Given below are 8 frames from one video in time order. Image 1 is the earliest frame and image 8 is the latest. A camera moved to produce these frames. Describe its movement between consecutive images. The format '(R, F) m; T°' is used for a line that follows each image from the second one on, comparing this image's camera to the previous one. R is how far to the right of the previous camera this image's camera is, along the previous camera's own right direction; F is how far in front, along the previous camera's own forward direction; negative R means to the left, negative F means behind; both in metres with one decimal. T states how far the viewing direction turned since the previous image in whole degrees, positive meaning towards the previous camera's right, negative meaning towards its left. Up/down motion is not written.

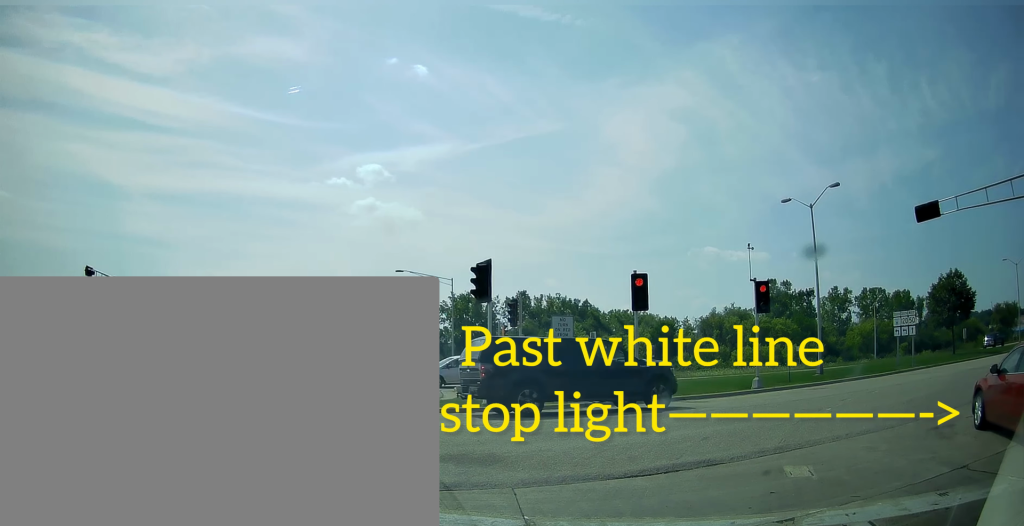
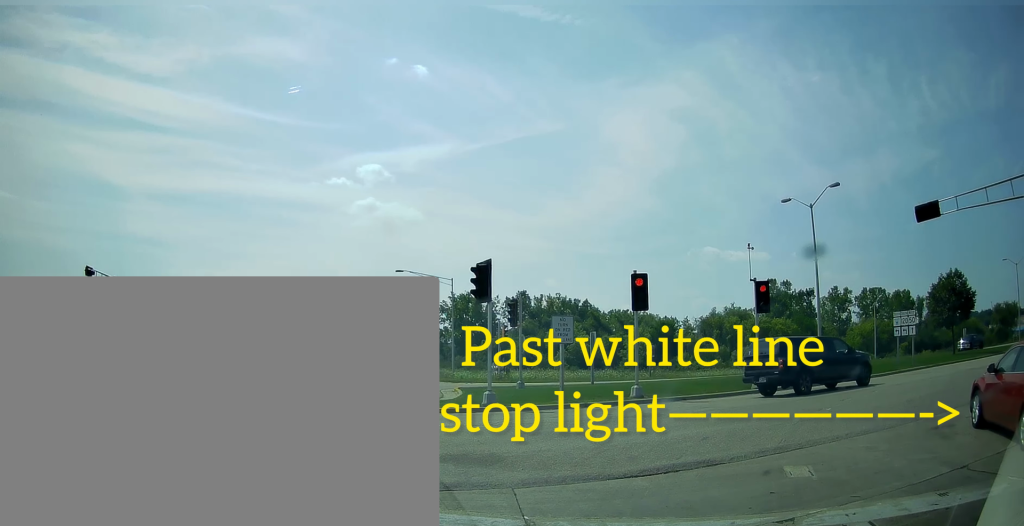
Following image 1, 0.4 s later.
(0.0, 0.0) m; 0°
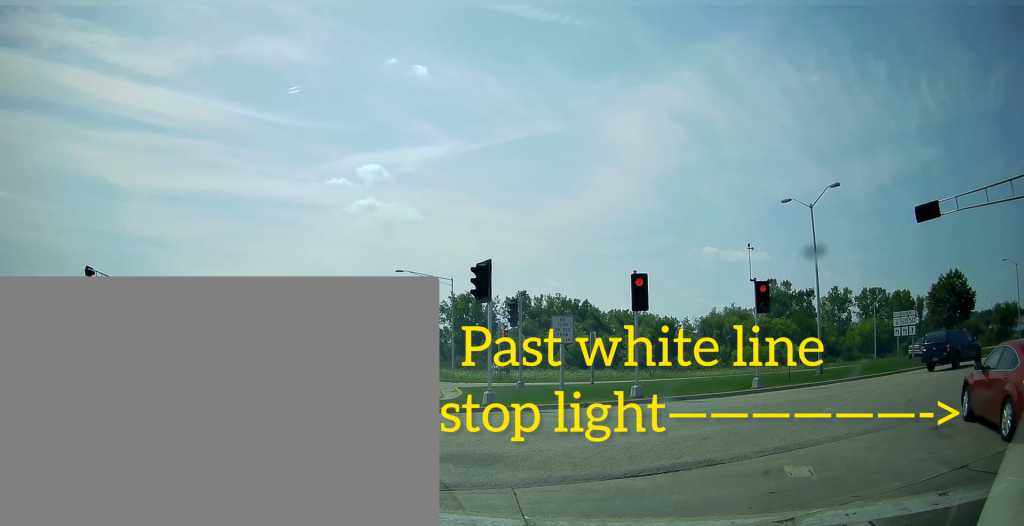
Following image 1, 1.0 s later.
(0.0, 0.0) m; 0°
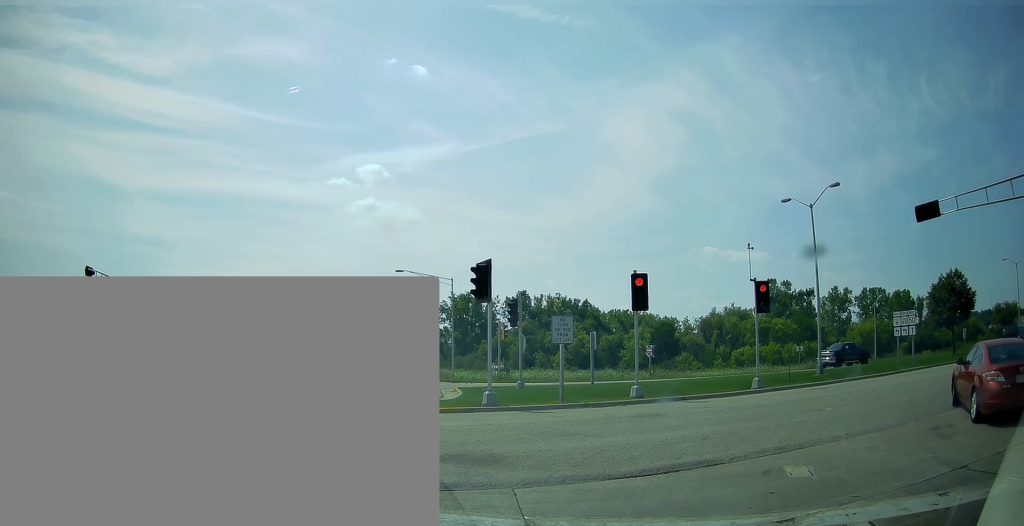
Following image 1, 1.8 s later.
(0.0, 0.0) m; 0°
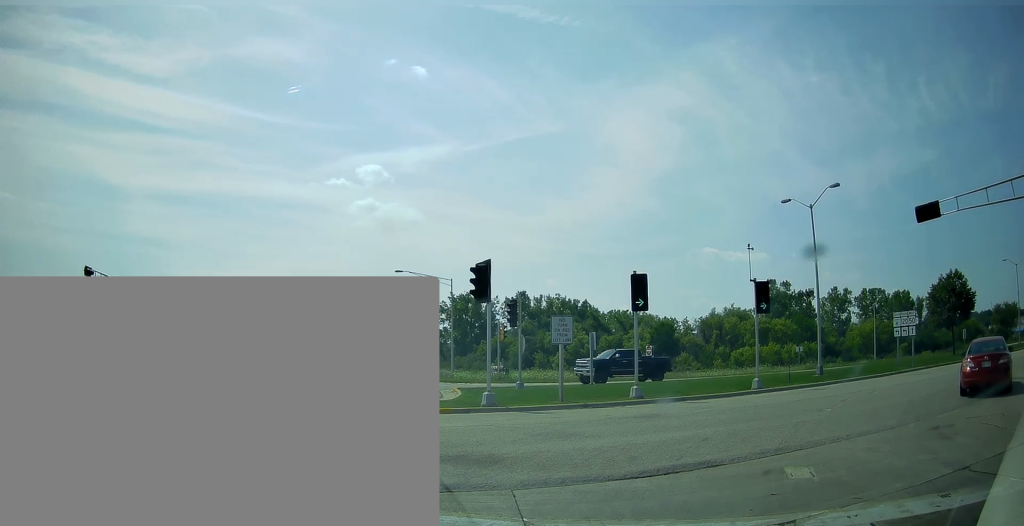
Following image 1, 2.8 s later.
(0.0, 0.0) m; 0°
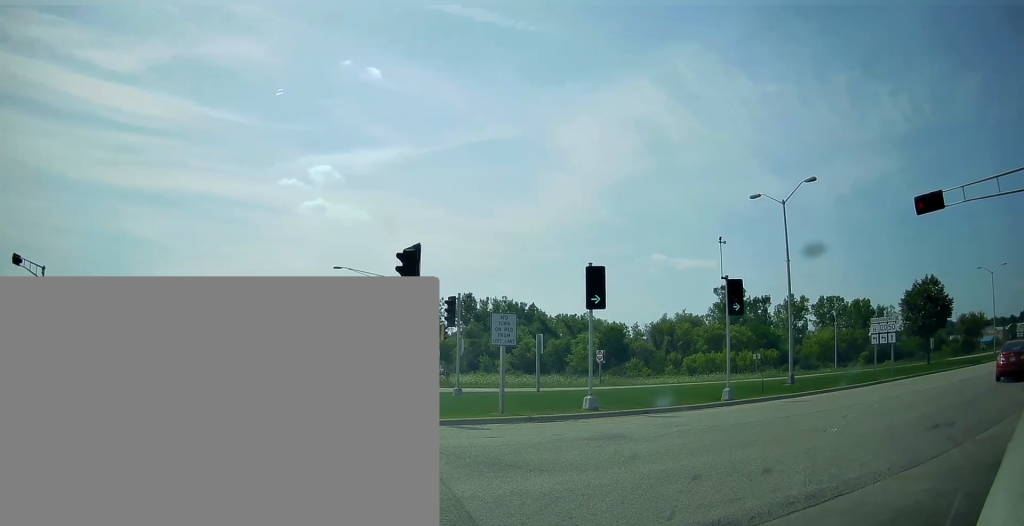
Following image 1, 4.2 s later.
(-0.1, +0.3) m; 0°
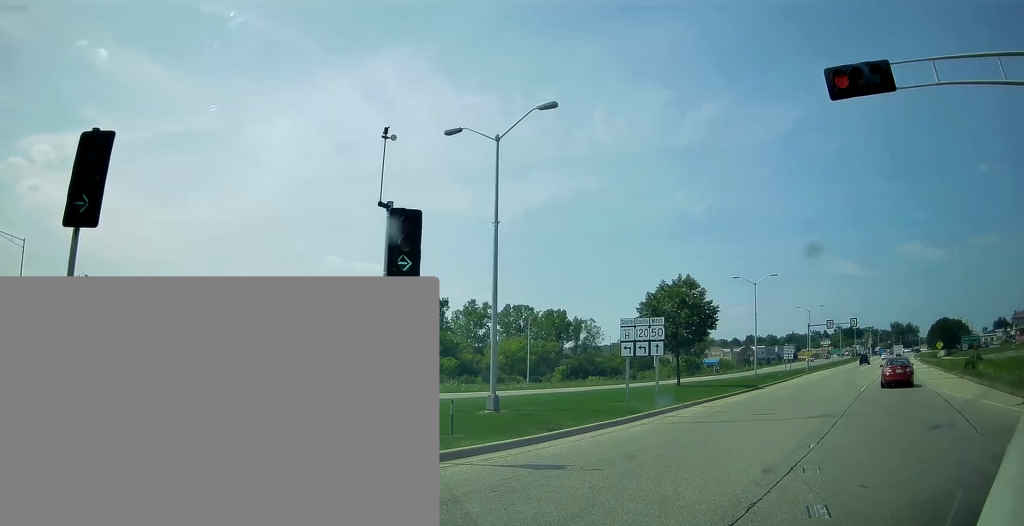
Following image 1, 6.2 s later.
(-0.1, +4.7) m; +13°
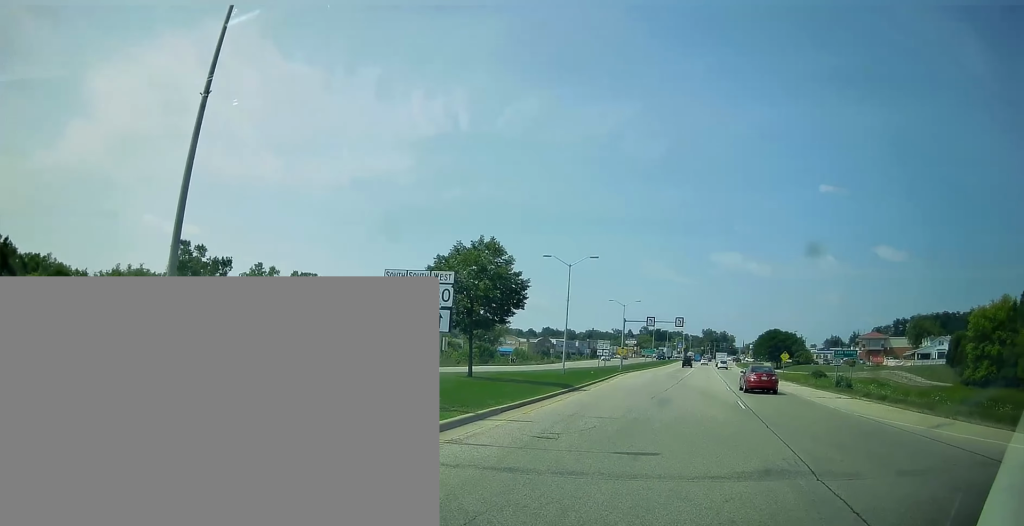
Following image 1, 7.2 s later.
(+1.0, +6.3) m; +14°
